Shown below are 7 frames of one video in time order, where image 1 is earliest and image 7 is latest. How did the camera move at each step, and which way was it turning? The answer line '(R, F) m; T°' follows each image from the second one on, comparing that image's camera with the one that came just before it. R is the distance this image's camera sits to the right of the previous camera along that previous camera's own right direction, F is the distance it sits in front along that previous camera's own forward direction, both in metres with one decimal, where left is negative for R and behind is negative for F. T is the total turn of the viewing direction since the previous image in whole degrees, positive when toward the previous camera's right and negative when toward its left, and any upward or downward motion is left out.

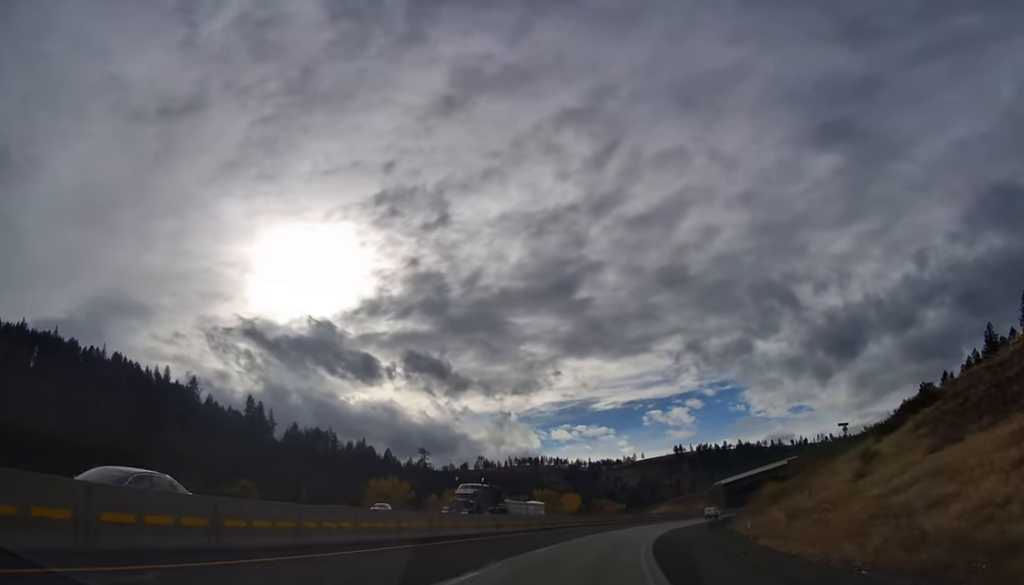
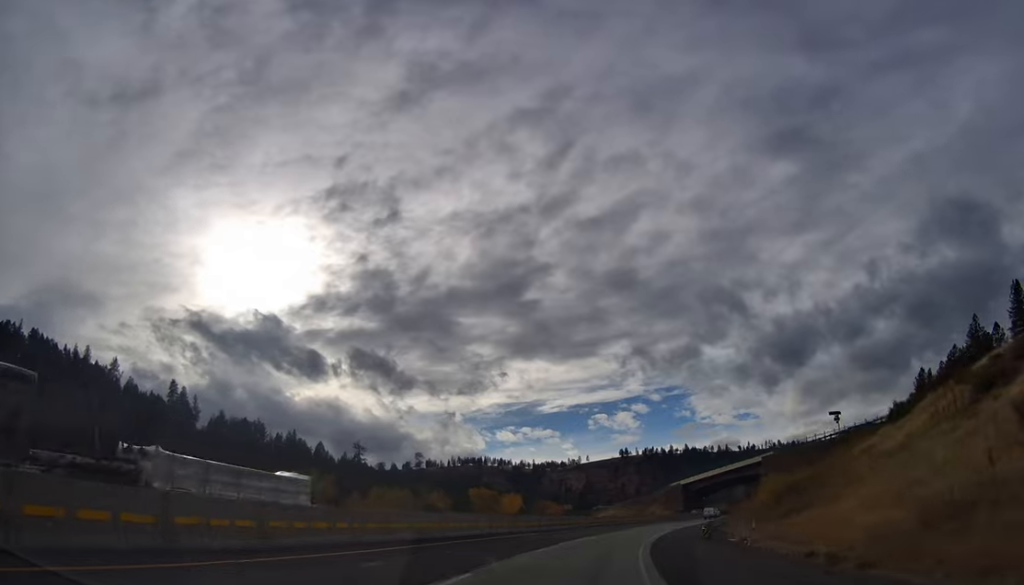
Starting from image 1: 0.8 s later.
(+1.2, +23.2) m; +5°
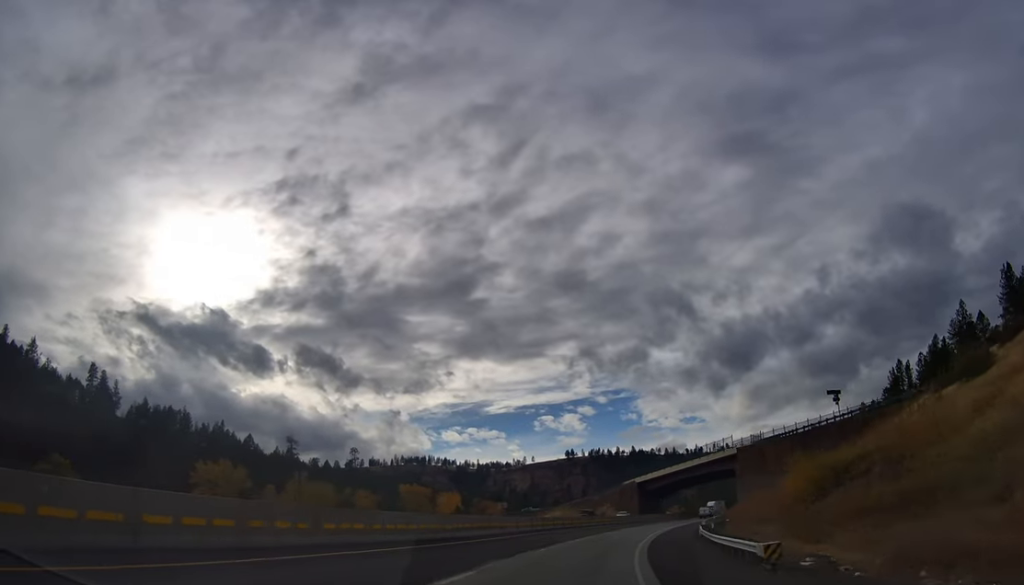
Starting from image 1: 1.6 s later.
(+1.0, +22.4) m; +5°
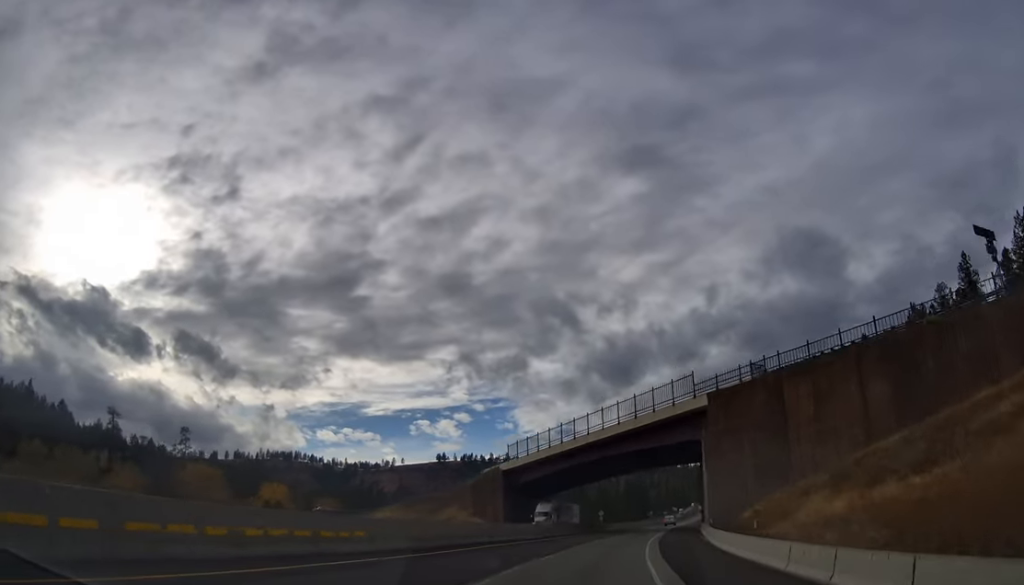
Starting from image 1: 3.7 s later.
(+6.9, +58.1) m; +12°
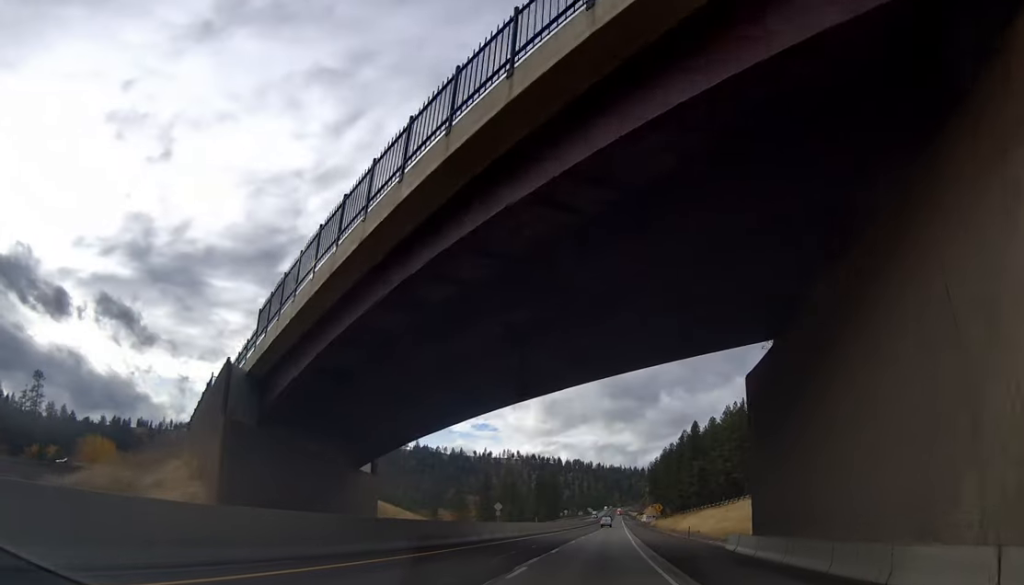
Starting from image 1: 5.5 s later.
(+3.2, +52.8) m; +8°
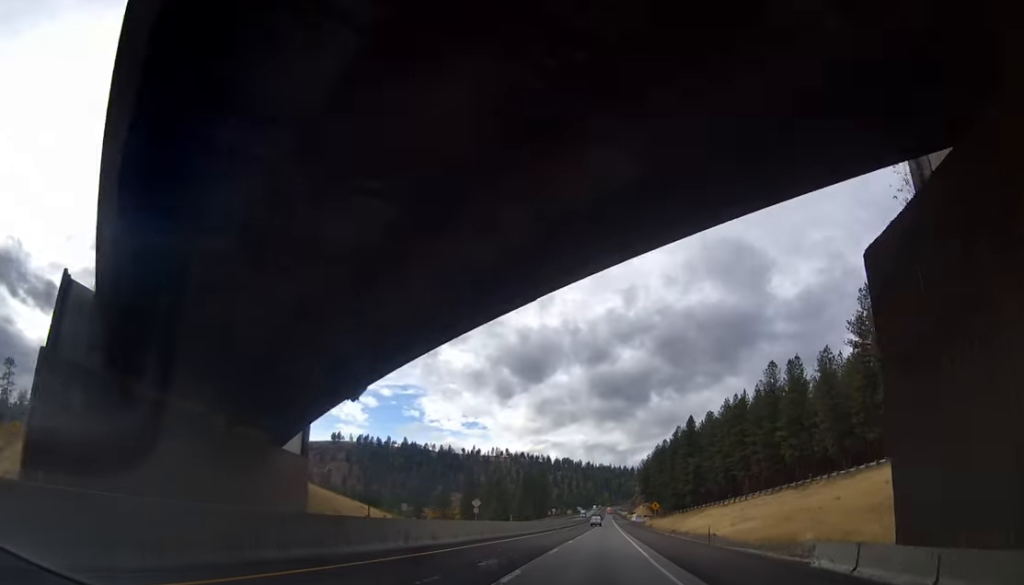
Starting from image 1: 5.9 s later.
(+0.4, +13.3) m; +2°
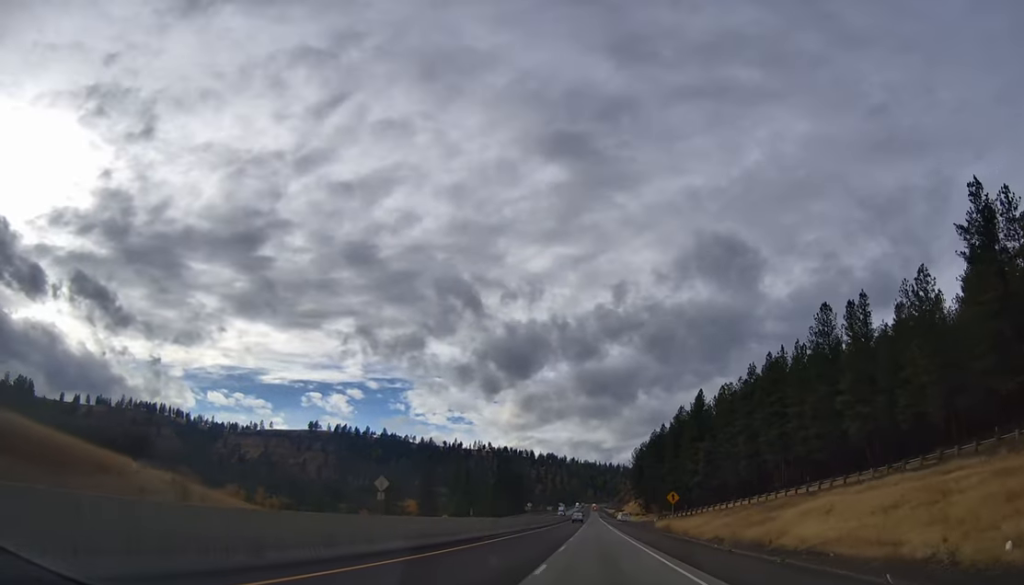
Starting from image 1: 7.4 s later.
(+2.3, +44.5) m; +4°
